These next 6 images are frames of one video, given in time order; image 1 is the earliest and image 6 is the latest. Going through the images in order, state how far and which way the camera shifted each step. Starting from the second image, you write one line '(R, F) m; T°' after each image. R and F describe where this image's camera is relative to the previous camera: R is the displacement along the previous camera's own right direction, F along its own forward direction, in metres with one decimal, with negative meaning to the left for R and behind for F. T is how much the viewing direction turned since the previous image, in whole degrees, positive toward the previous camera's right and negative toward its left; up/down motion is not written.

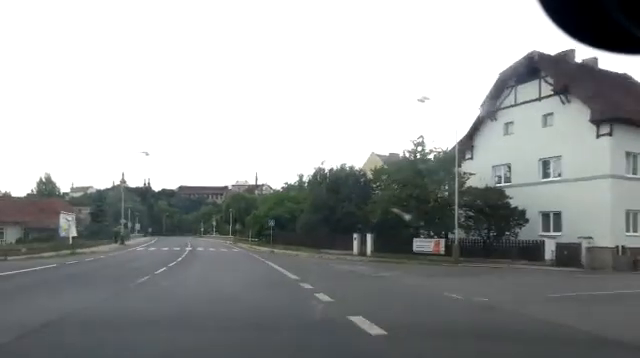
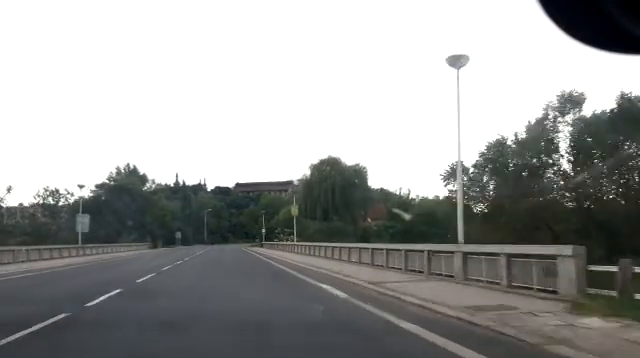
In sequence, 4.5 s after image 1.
(-3.1, +84.8) m; -4°
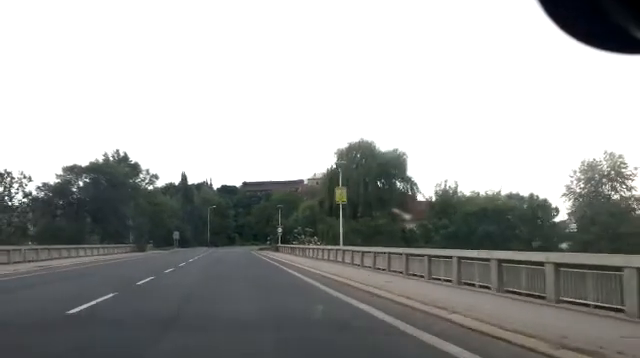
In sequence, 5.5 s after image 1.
(-0.3, +18.0) m; -2°
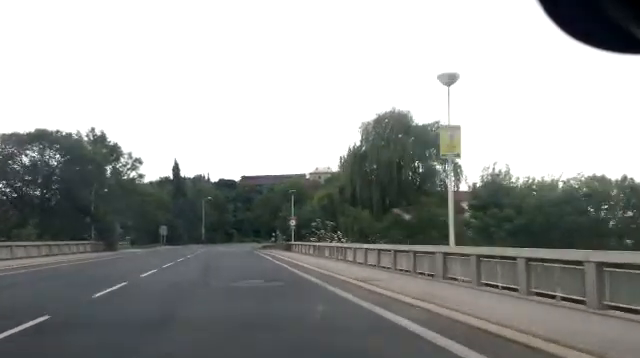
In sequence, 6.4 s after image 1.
(-0.3, +15.4) m; 0°
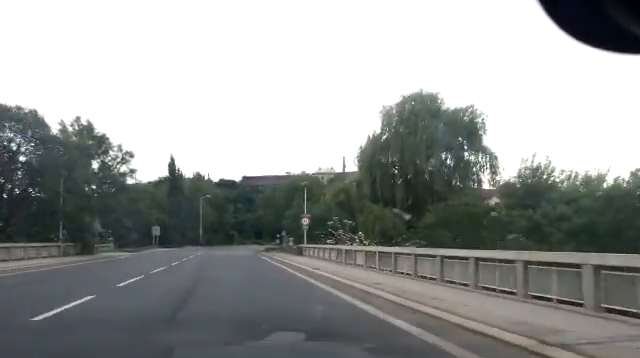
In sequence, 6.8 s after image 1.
(0.0, +8.3) m; 0°
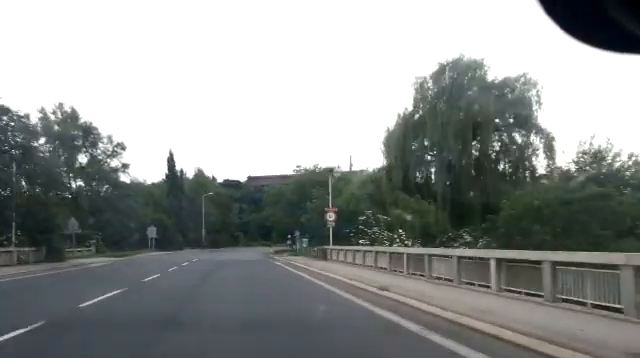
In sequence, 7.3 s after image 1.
(+0.2, +9.0) m; 0°
